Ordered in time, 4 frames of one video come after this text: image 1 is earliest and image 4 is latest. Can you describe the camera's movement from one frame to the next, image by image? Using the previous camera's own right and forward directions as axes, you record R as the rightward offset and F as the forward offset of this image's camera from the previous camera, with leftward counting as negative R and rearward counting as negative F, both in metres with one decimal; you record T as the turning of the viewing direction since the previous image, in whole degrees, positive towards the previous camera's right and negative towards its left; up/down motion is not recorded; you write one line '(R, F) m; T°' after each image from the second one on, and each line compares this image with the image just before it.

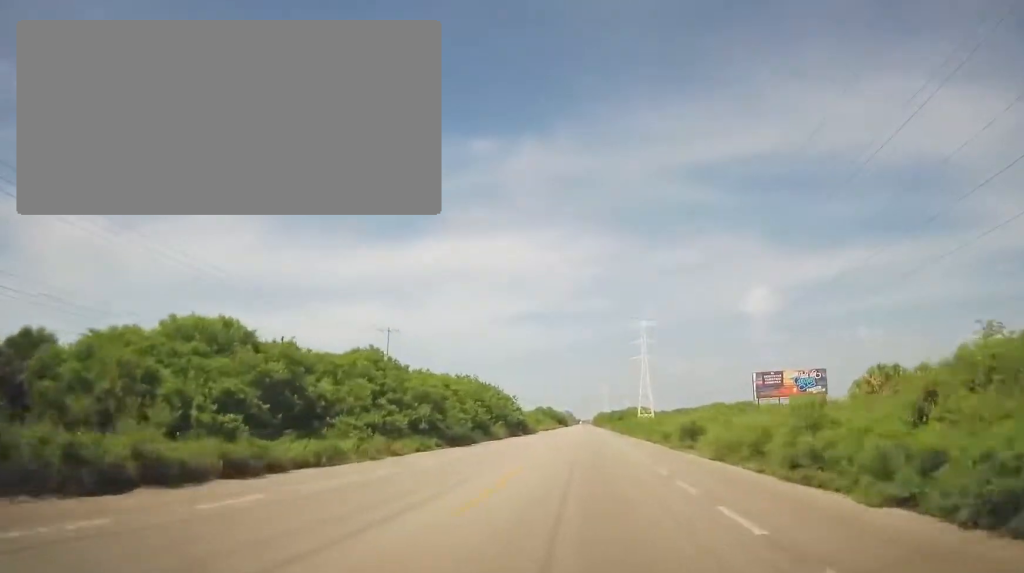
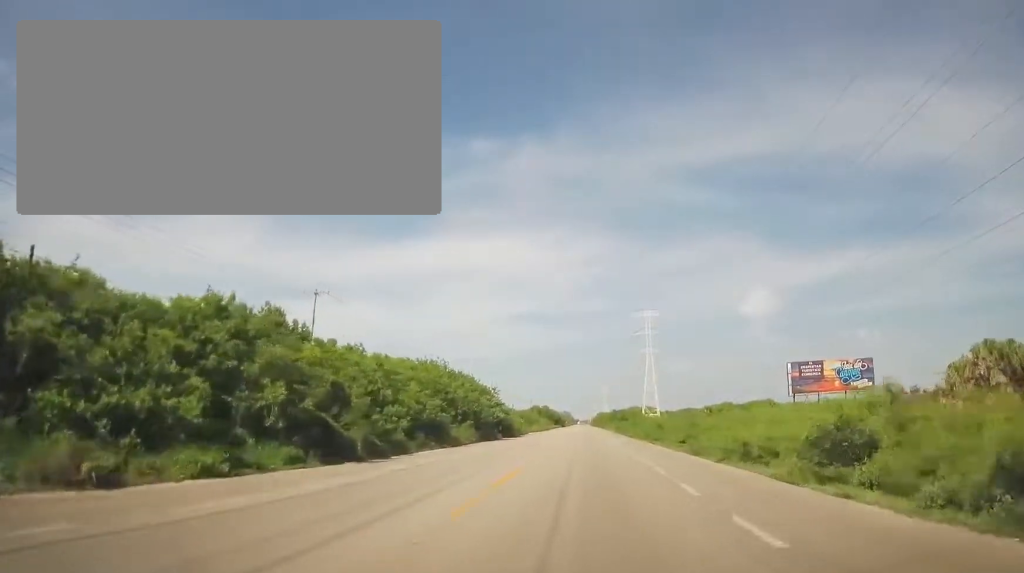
(0.0, +17.3) m; 0°
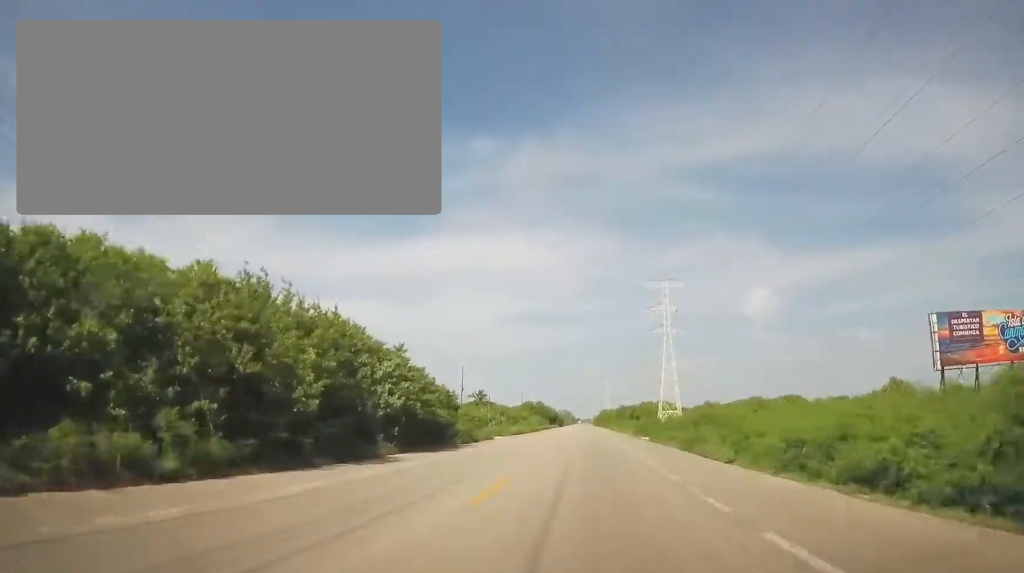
(+0.4, +34.8) m; +1°
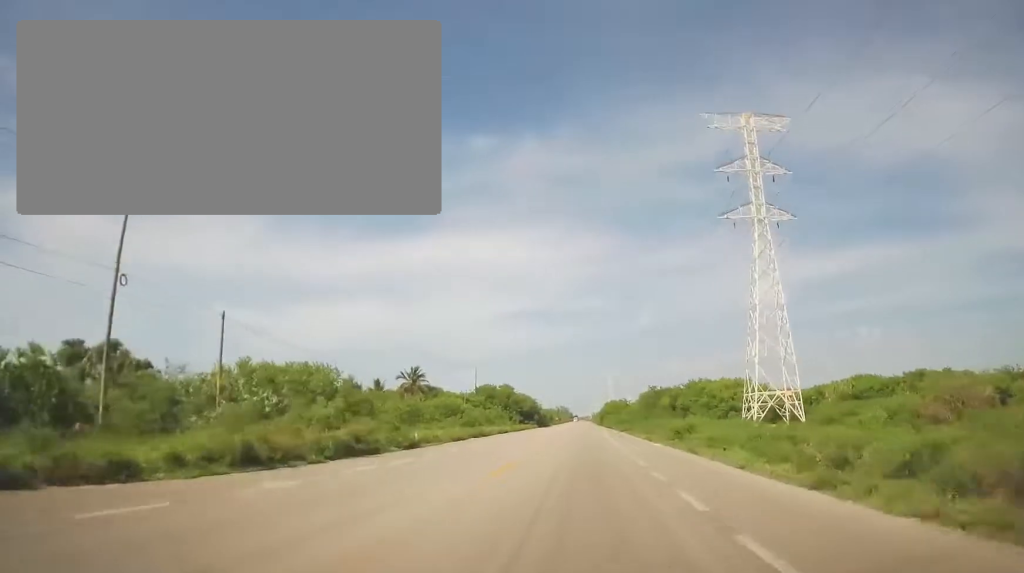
(-0.6, +74.7) m; -1°
